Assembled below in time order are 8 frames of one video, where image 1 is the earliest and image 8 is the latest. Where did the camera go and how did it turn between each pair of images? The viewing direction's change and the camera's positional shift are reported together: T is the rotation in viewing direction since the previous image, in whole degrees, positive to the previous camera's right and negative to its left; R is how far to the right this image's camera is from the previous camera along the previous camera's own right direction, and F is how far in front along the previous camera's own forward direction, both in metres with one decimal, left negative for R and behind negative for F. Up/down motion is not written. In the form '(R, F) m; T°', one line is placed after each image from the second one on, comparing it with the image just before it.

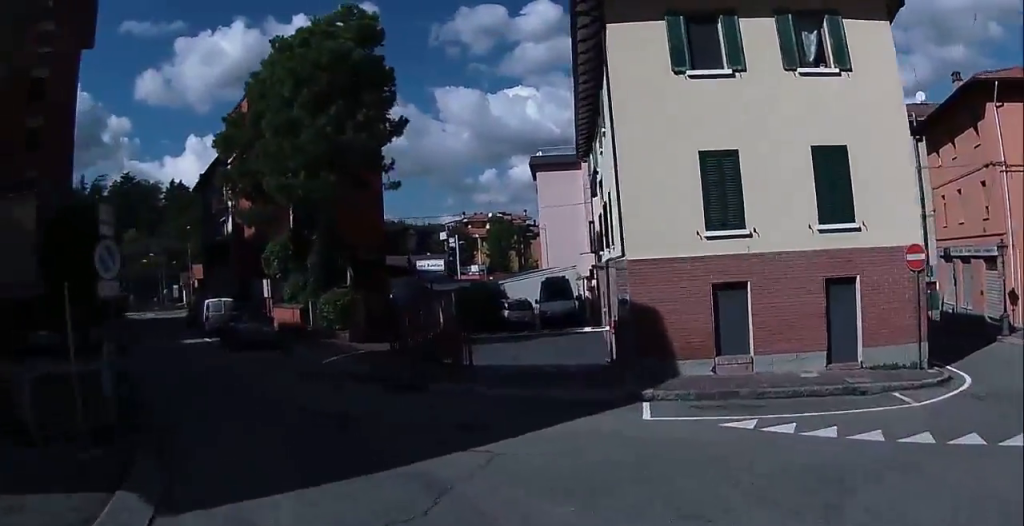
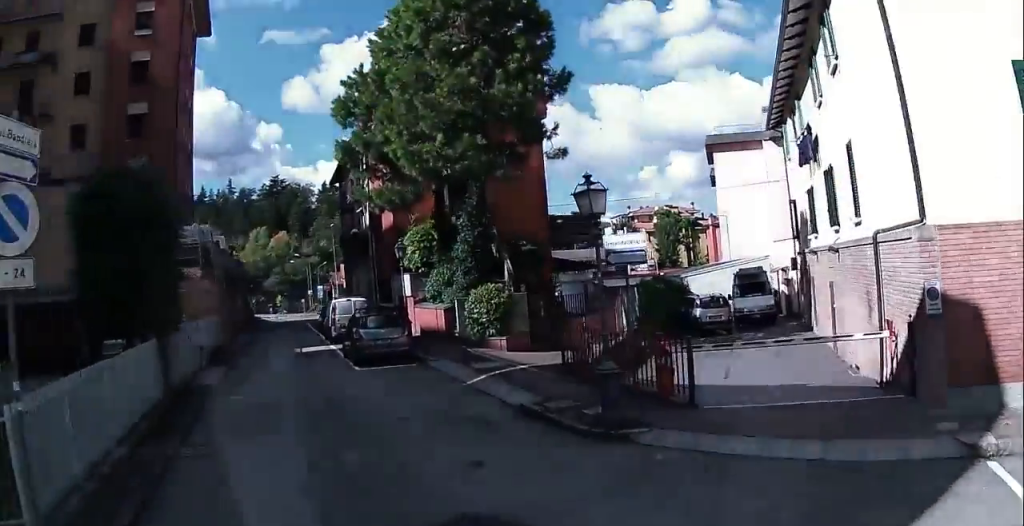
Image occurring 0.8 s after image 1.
(-0.3, +5.5) m; -13°
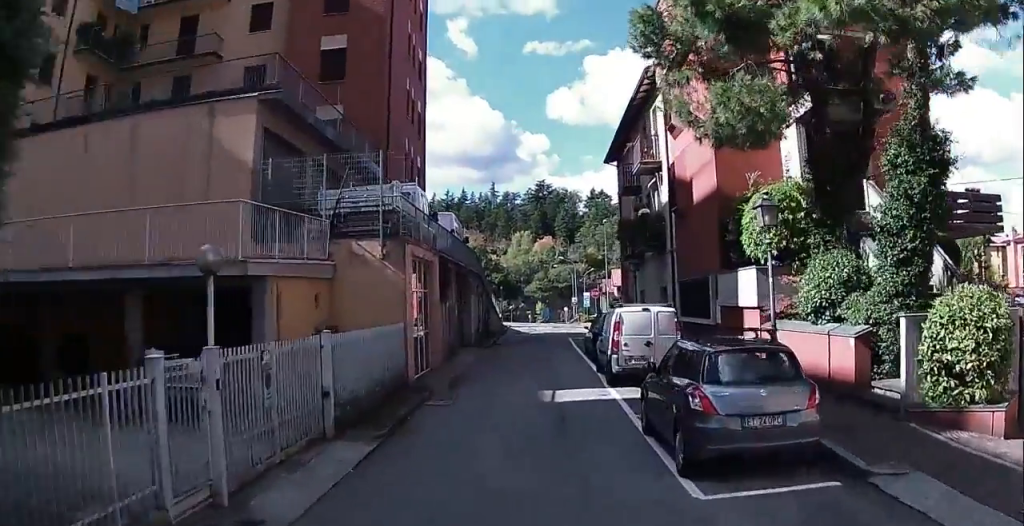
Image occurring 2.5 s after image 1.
(-2.8, +11.5) m; -20°
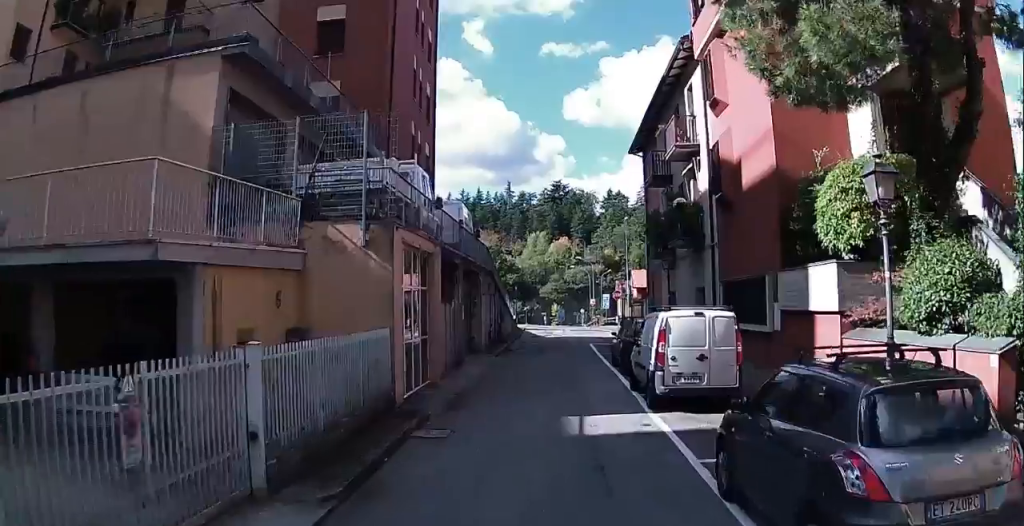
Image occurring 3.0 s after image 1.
(+0.1, +3.3) m; -2°
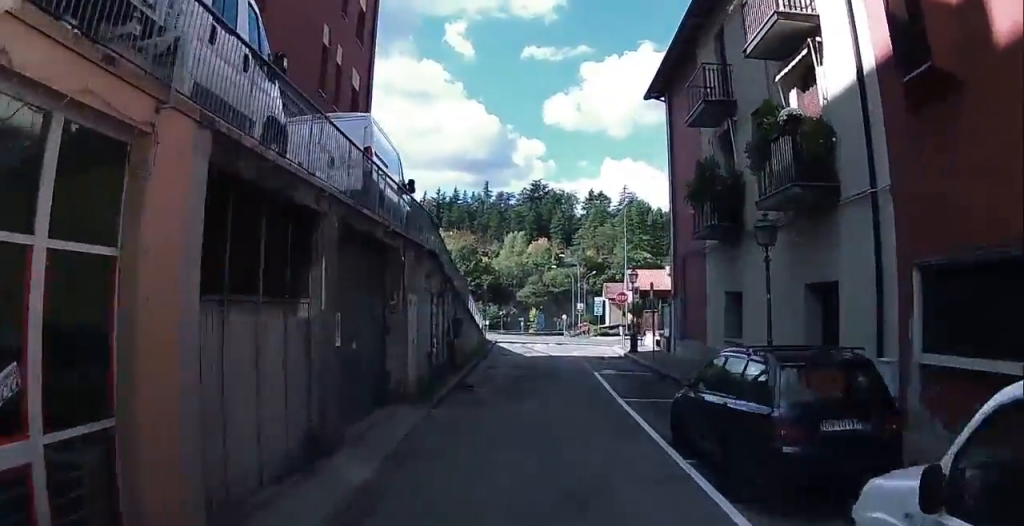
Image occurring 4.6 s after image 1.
(-0.3, +11.2) m; +1°
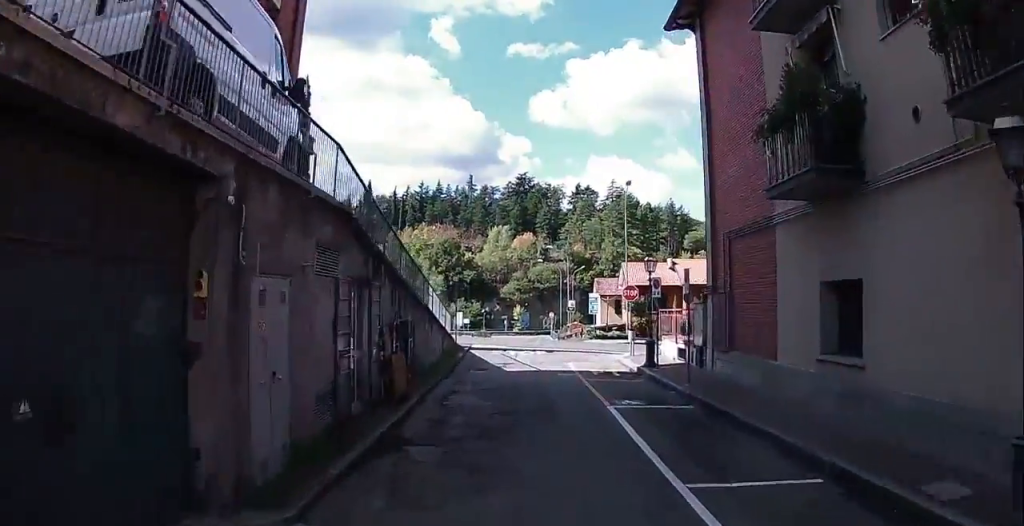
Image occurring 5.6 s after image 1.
(+0.3, +6.9) m; +3°
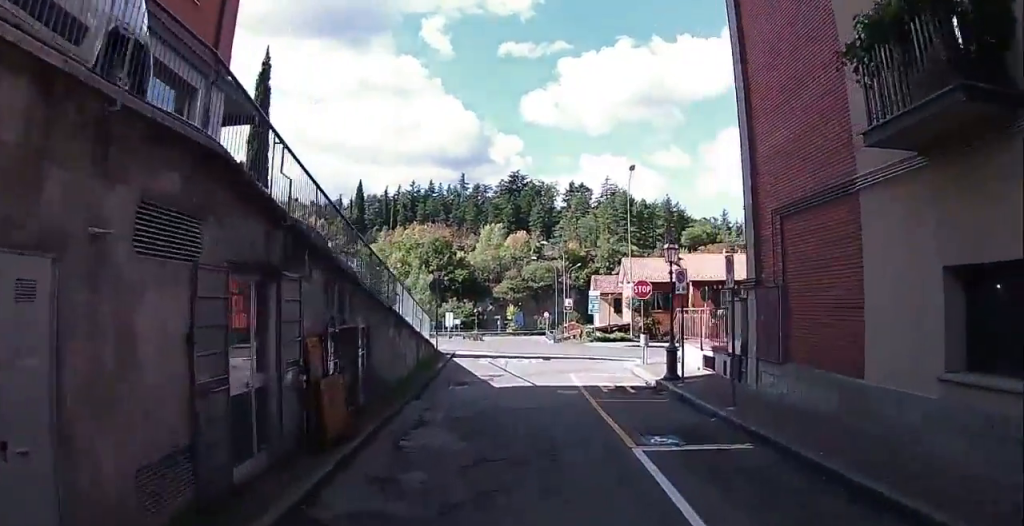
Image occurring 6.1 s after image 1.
(0.0, +4.0) m; +1°
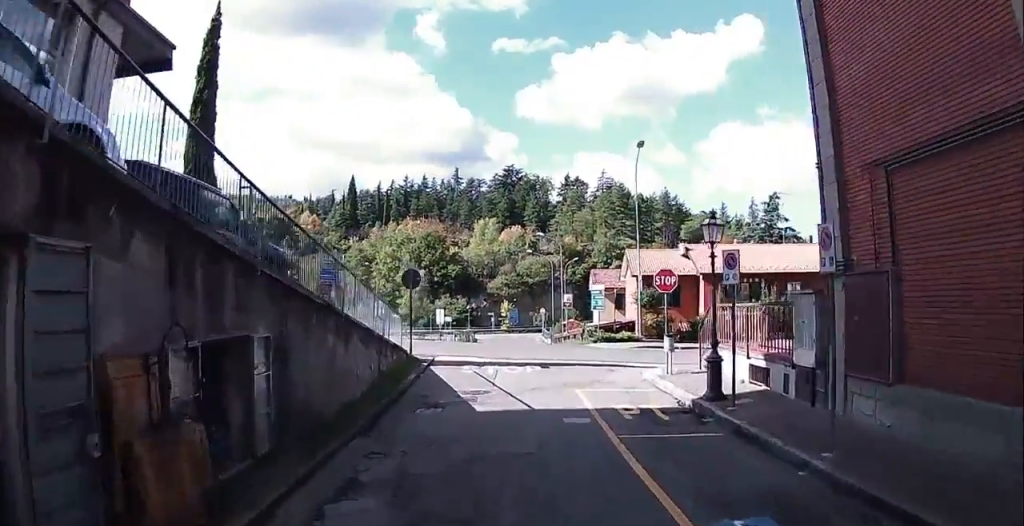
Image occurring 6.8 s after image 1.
(+0.1, +4.3) m; 0°
